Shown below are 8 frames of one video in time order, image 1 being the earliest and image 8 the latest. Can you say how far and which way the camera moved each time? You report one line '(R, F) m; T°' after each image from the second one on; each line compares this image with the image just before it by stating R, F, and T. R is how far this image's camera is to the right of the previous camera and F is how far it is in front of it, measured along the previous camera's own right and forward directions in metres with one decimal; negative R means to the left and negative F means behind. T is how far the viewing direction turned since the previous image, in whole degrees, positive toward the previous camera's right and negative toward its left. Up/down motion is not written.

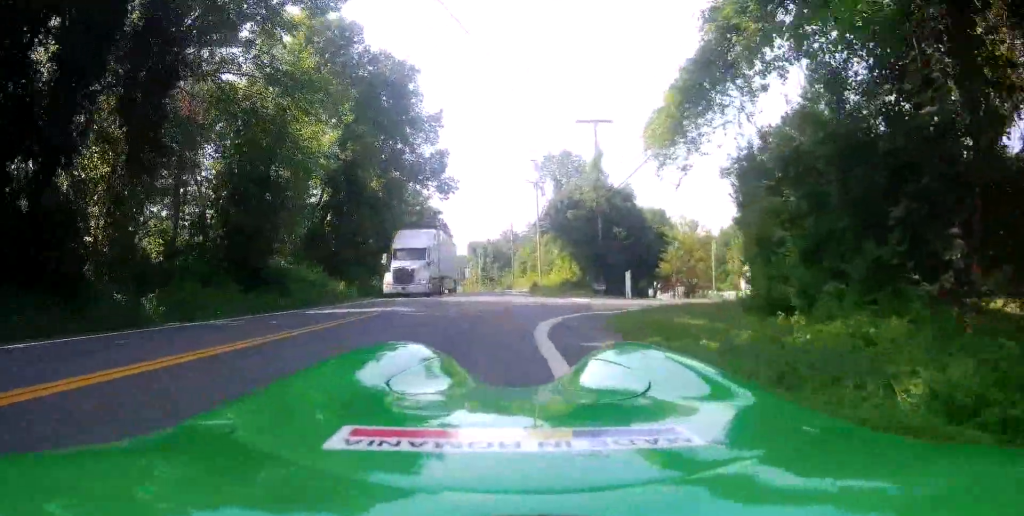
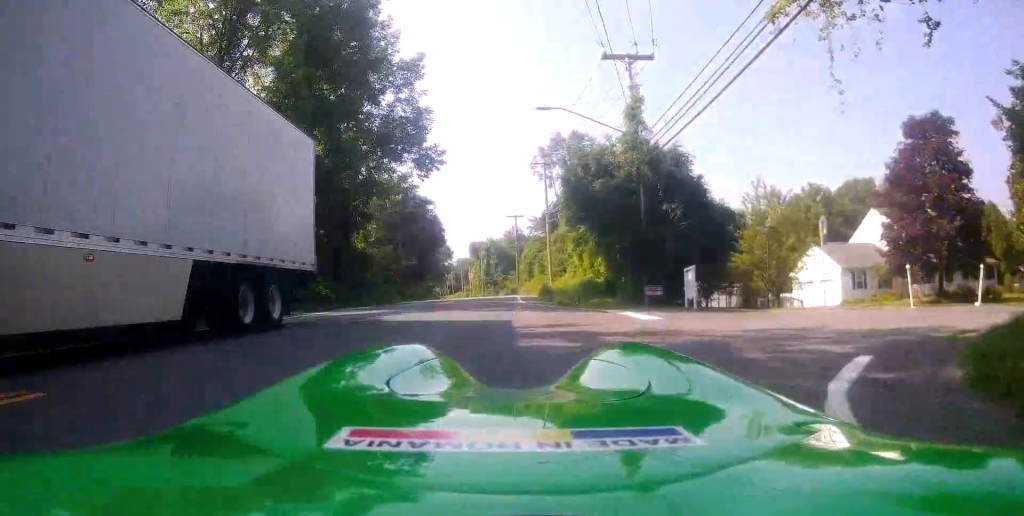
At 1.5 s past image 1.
(-0.3, +10.4) m; -3°
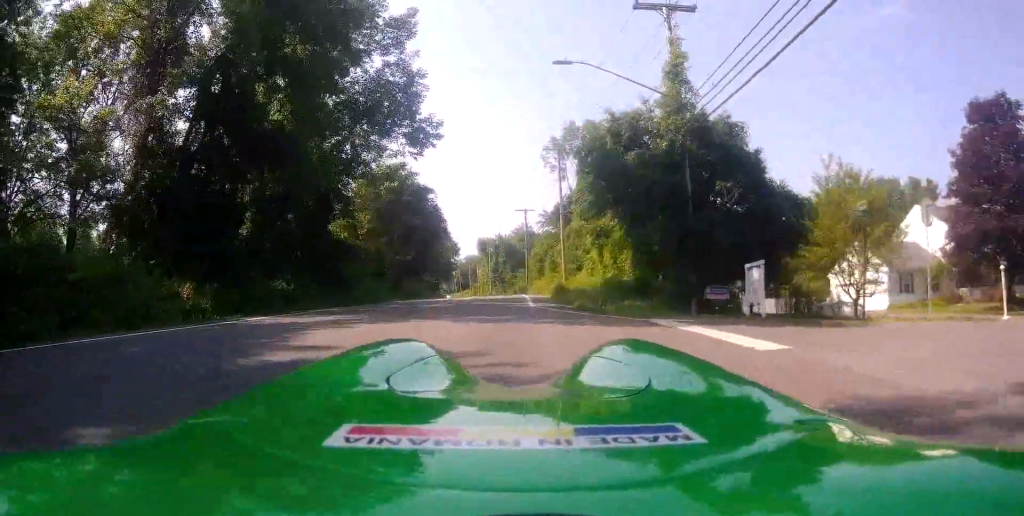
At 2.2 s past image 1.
(-0.2, +5.3) m; +1°
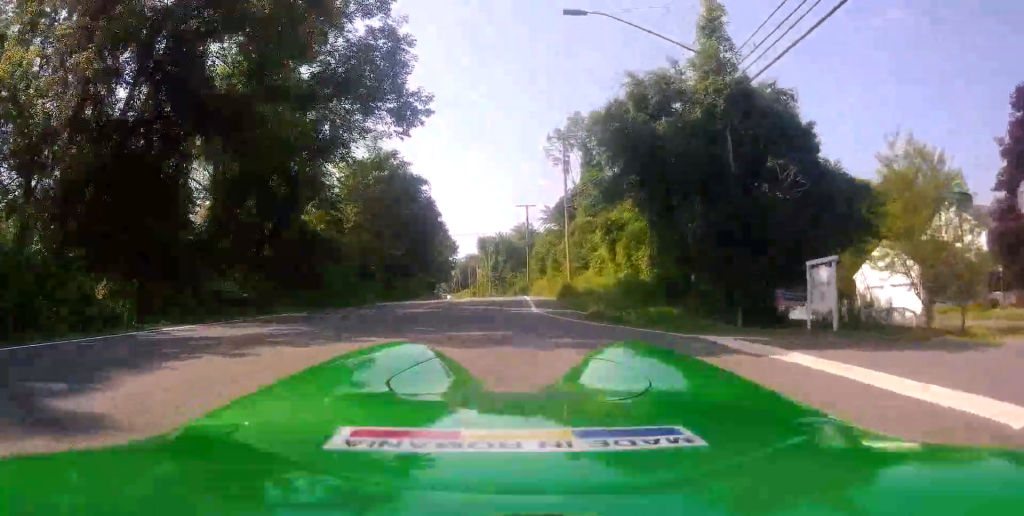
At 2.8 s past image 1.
(+0.2, +4.2) m; 0°
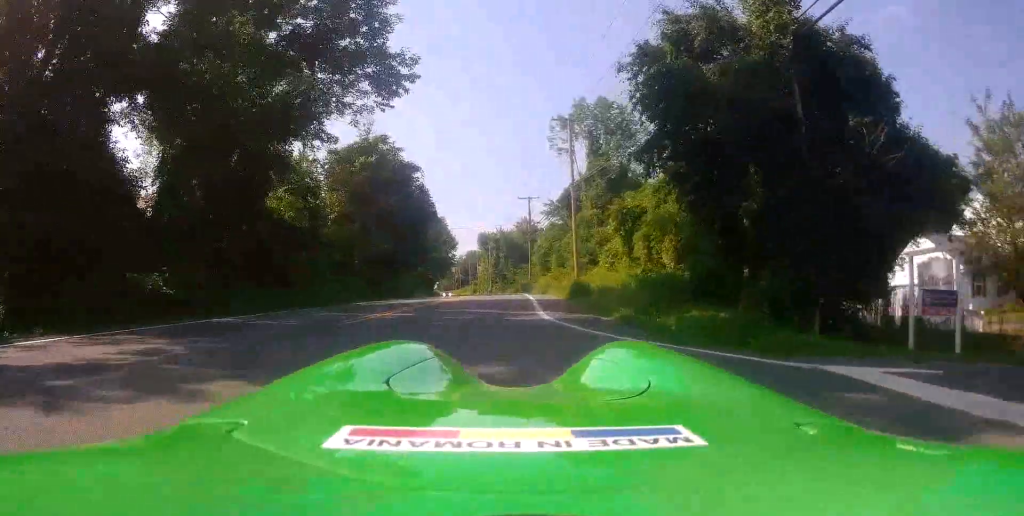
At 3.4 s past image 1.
(+0.1, +4.2) m; 0°
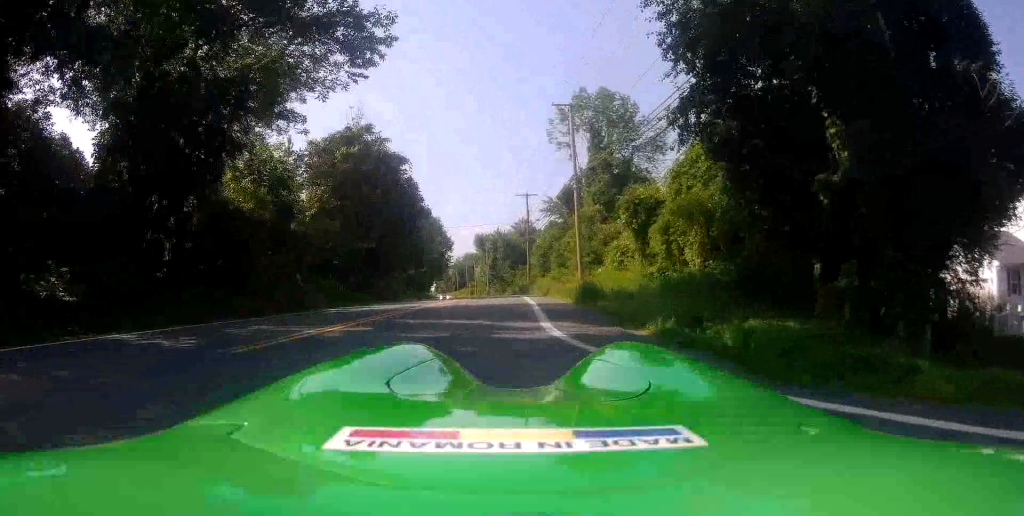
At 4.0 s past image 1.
(-0.1, +3.8) m; -1°
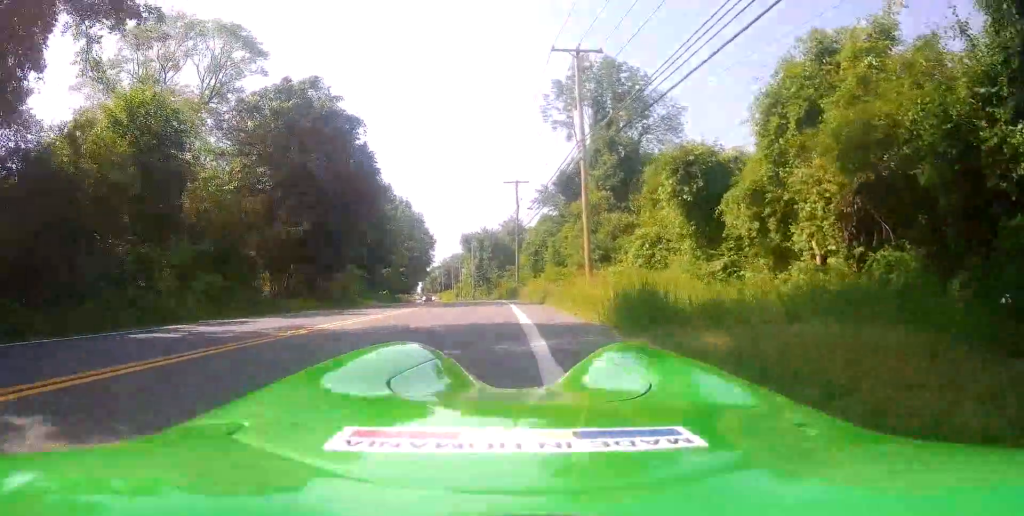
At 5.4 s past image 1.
(-0.2, +9.1) m; 0°
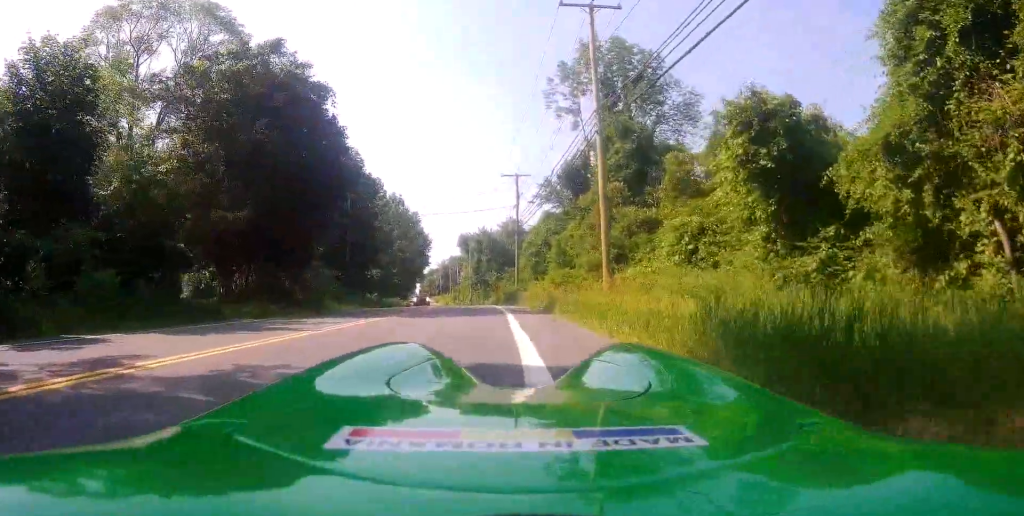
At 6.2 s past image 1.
(+0.1, +4.9) m; +3°
